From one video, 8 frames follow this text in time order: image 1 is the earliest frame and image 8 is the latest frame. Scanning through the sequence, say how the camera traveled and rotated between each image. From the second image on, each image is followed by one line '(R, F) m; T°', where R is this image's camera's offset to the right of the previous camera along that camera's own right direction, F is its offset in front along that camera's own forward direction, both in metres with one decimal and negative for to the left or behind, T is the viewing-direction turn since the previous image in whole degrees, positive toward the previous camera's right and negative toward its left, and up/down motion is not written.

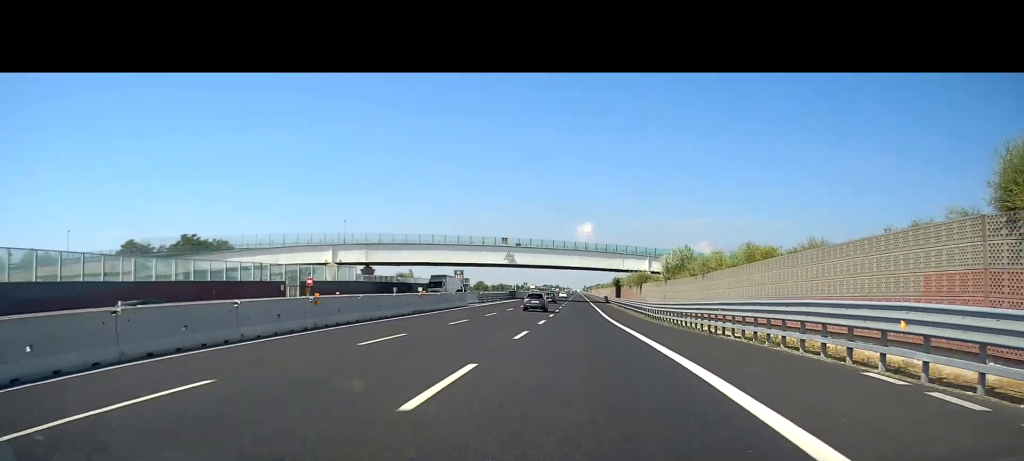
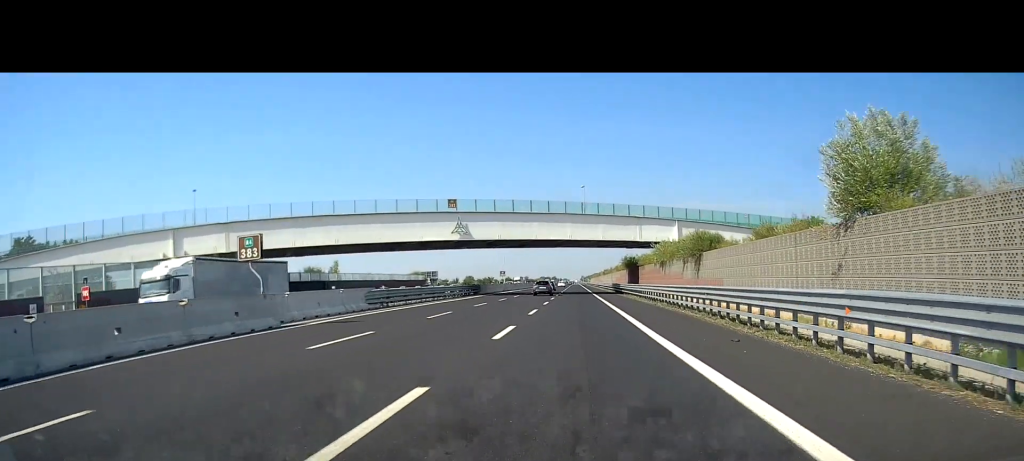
(+0.6, +38.9) m; +1°
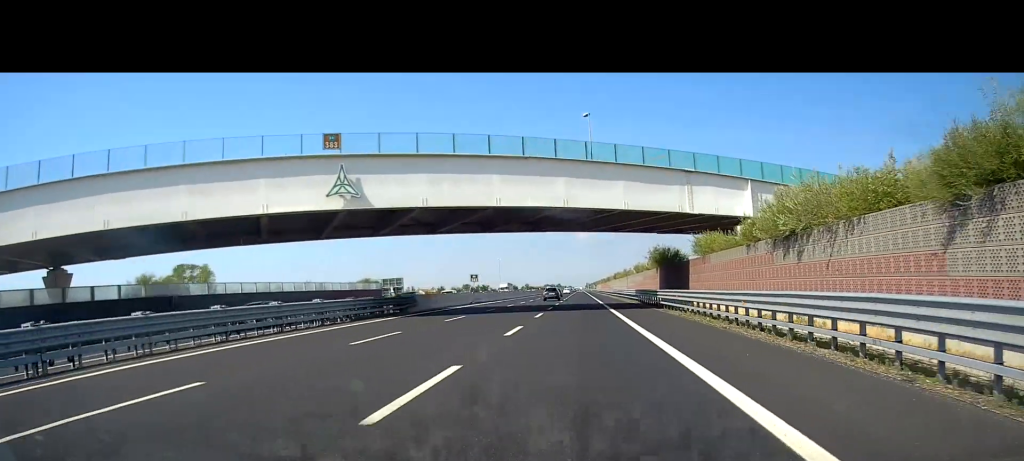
(0.0, +32.6) m; 0°
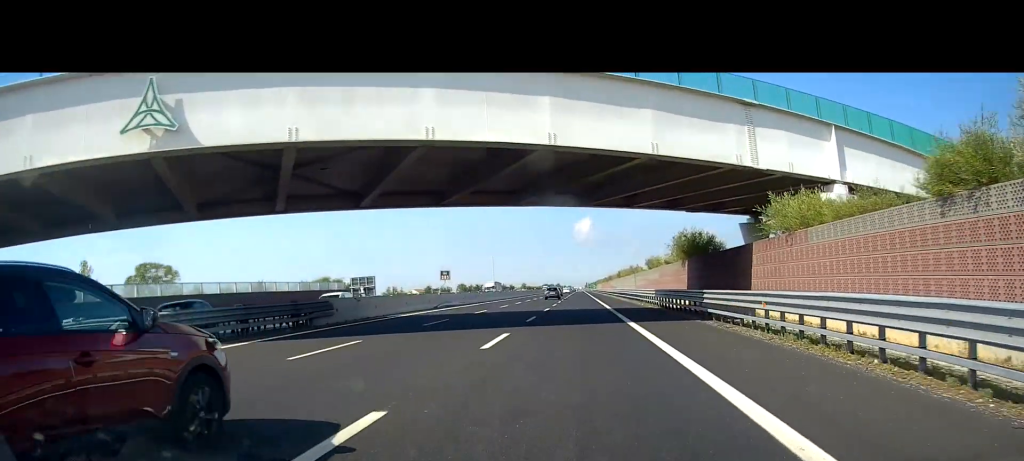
(0.0, +15.8) m; 0°
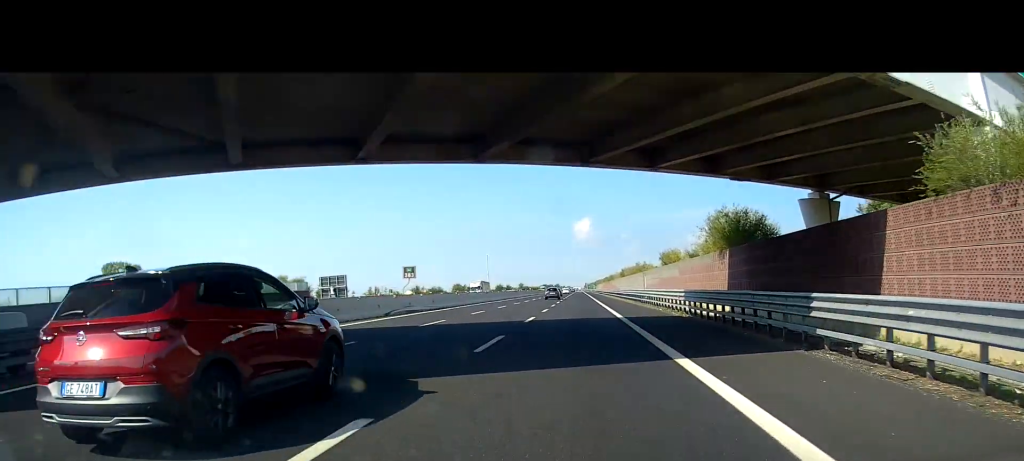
(0.0, +12.3) m; 0°
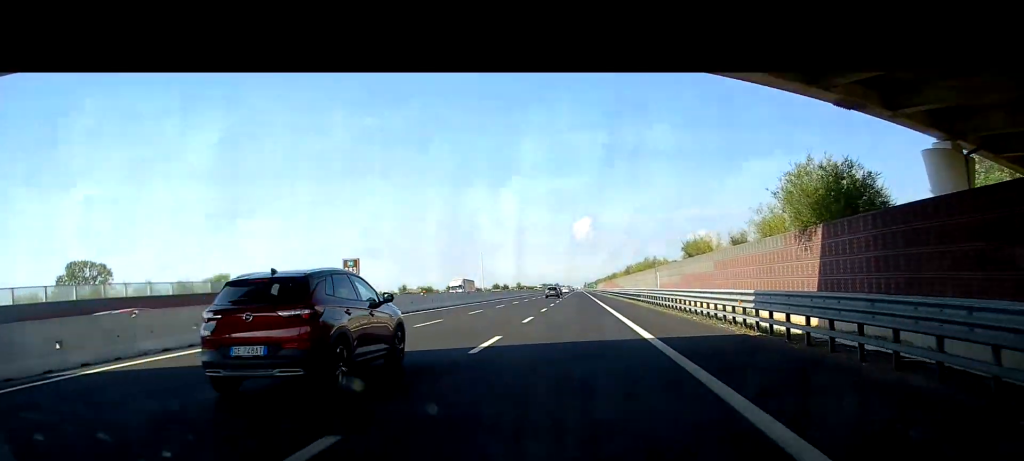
(0.0, +12.3) m; 0°
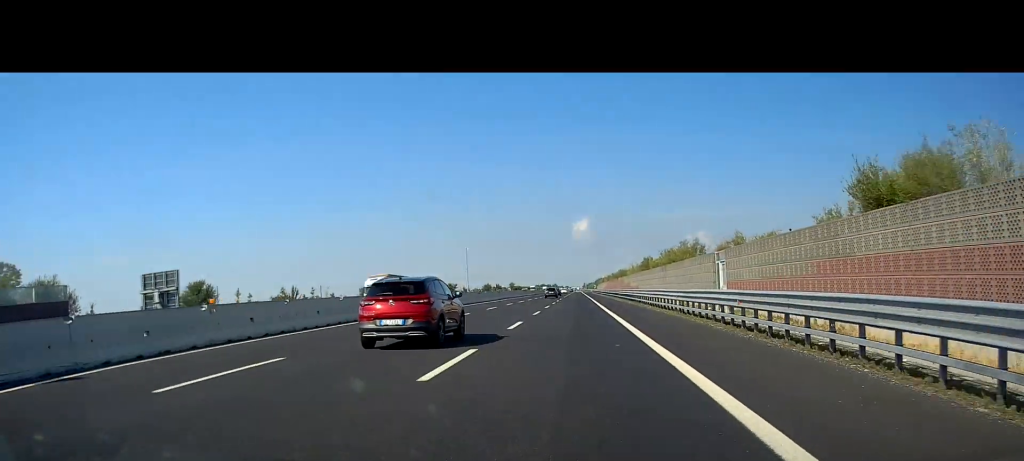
(+0.1, +27.1) m; 0°
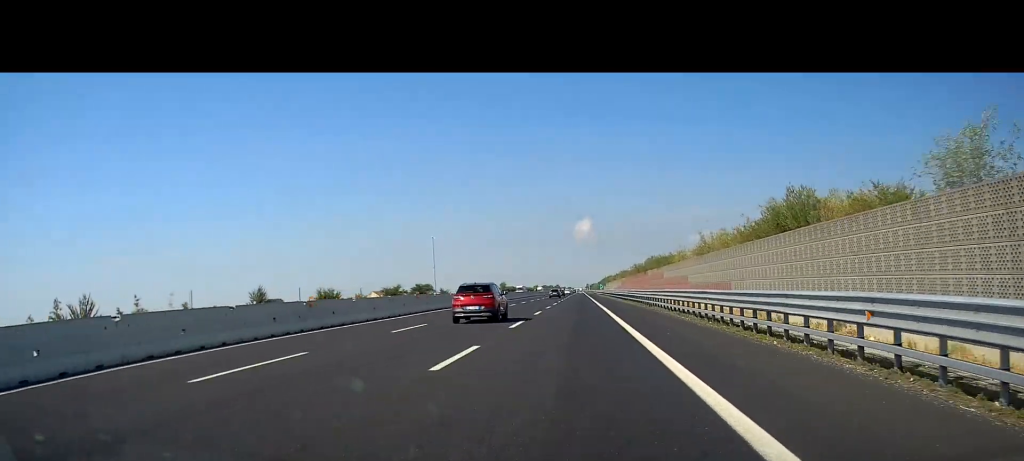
(-0.1, +45.4) m; -1°
